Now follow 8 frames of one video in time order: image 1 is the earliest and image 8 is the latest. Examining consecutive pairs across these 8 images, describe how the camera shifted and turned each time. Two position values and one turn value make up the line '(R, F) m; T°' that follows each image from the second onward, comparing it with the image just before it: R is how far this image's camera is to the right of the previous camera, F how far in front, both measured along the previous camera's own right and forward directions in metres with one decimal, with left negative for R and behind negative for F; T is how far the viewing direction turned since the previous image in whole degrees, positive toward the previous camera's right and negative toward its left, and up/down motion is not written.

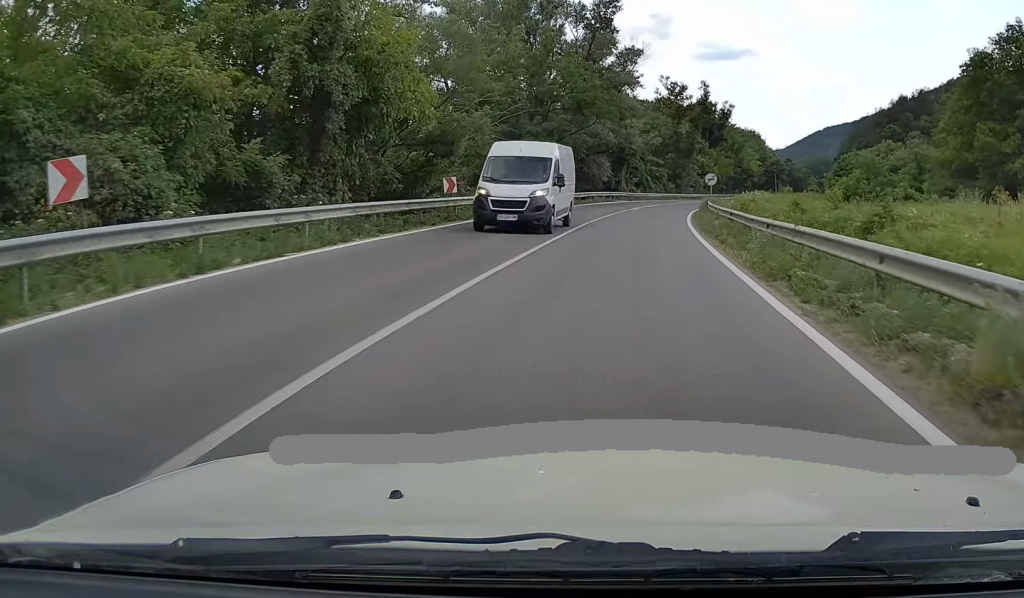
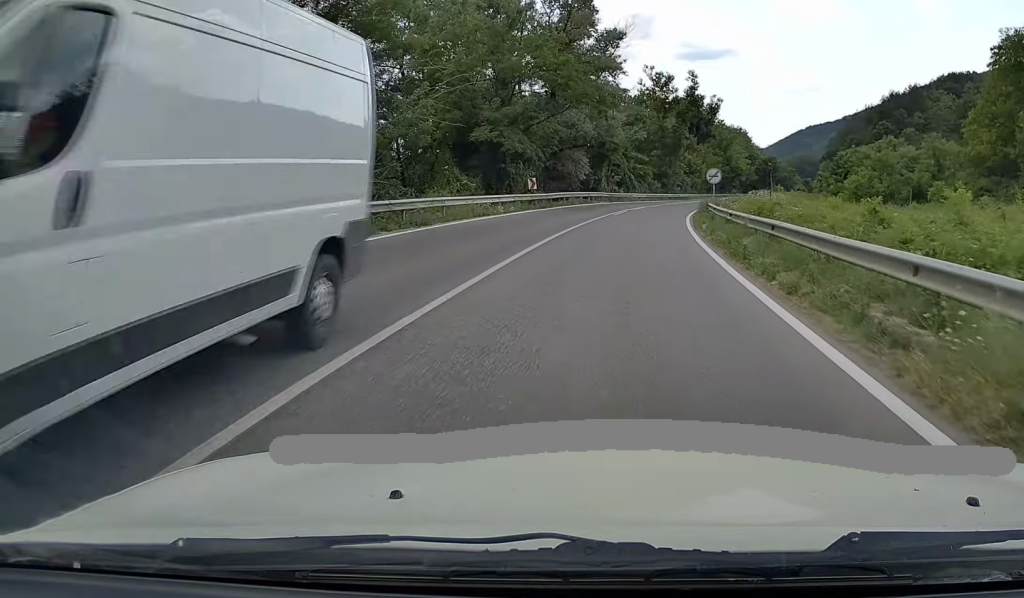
(+0.3, +9.1) m; +2°
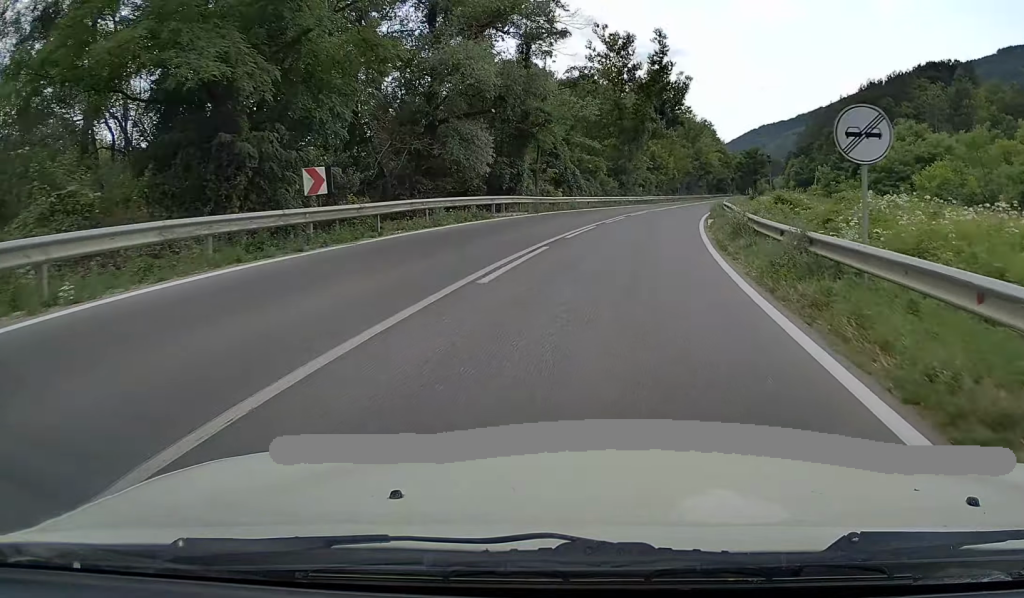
(+0.9, +25.8) m; +4°
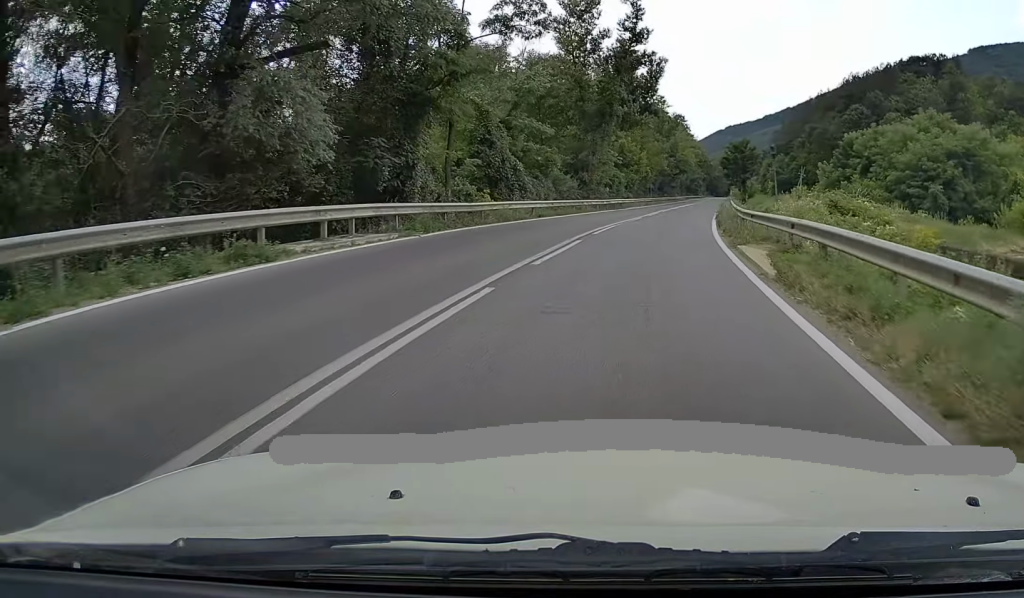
(+0.3, +15.5) m; +3°
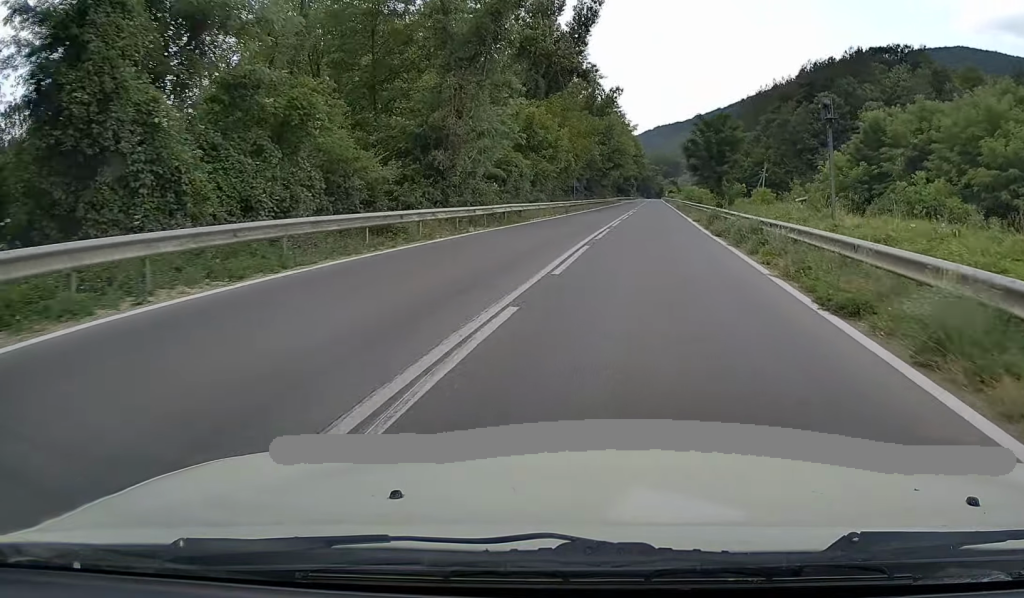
(+1.2, +27.9) m; +5°
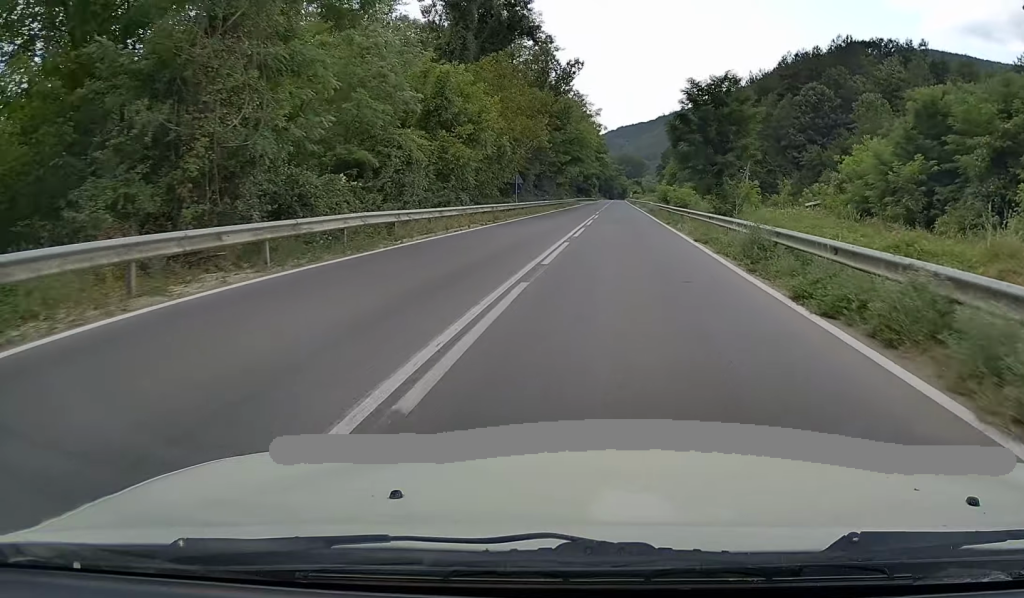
(+0.4, +16.1) m; +1°
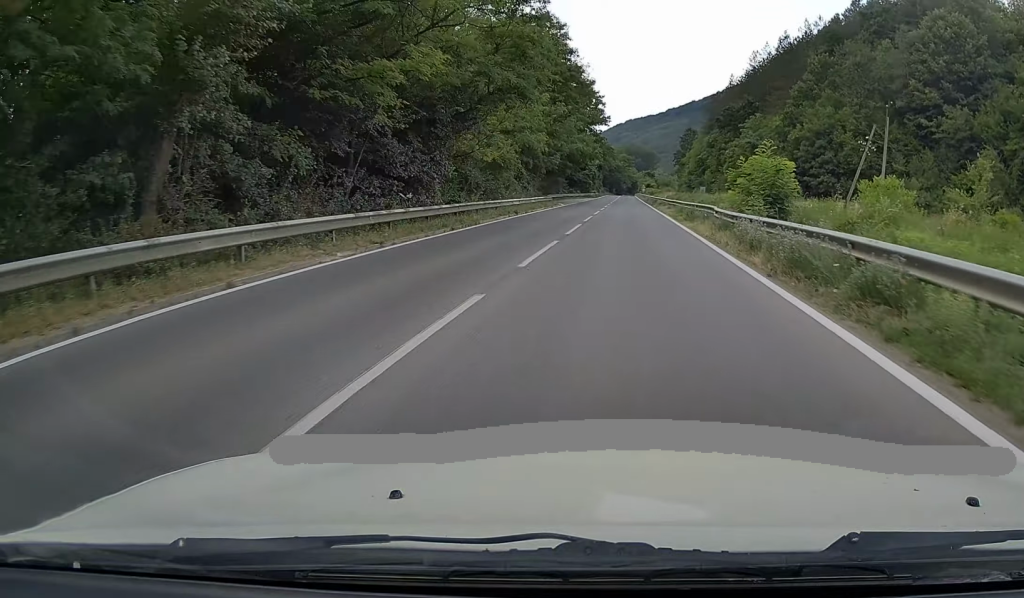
(+0.5, +48.8) m; +1°
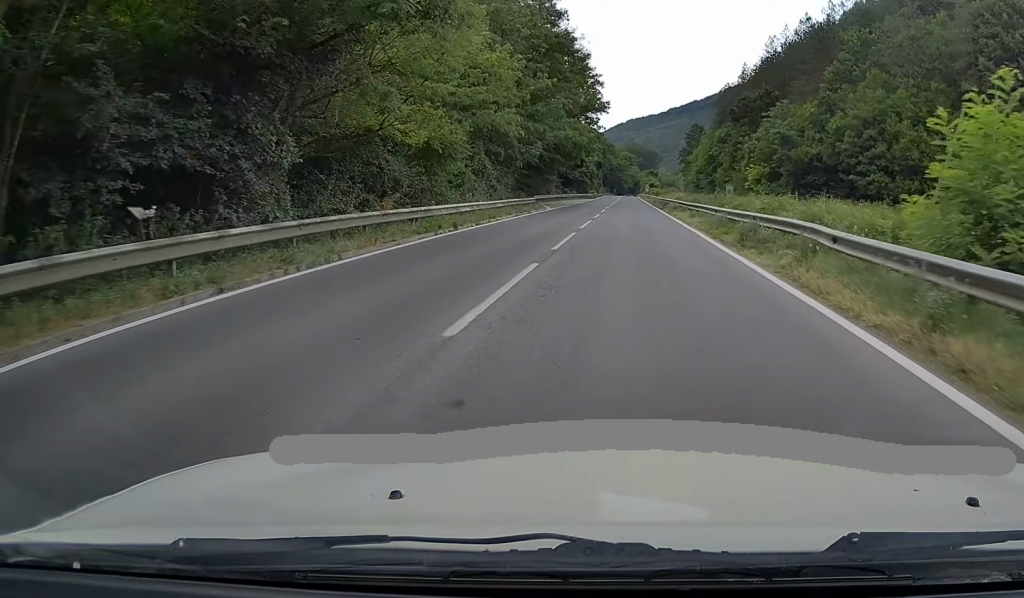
(0.0, +14.2) m; 0°
